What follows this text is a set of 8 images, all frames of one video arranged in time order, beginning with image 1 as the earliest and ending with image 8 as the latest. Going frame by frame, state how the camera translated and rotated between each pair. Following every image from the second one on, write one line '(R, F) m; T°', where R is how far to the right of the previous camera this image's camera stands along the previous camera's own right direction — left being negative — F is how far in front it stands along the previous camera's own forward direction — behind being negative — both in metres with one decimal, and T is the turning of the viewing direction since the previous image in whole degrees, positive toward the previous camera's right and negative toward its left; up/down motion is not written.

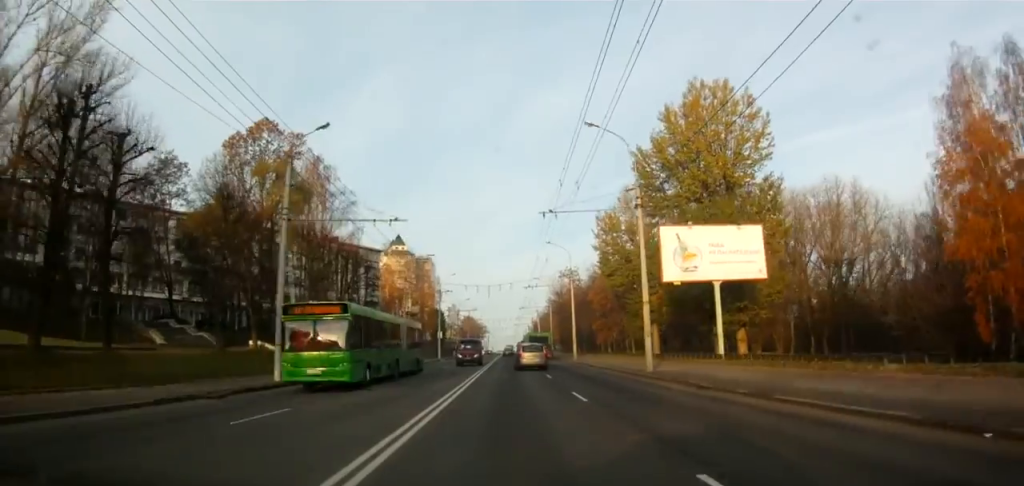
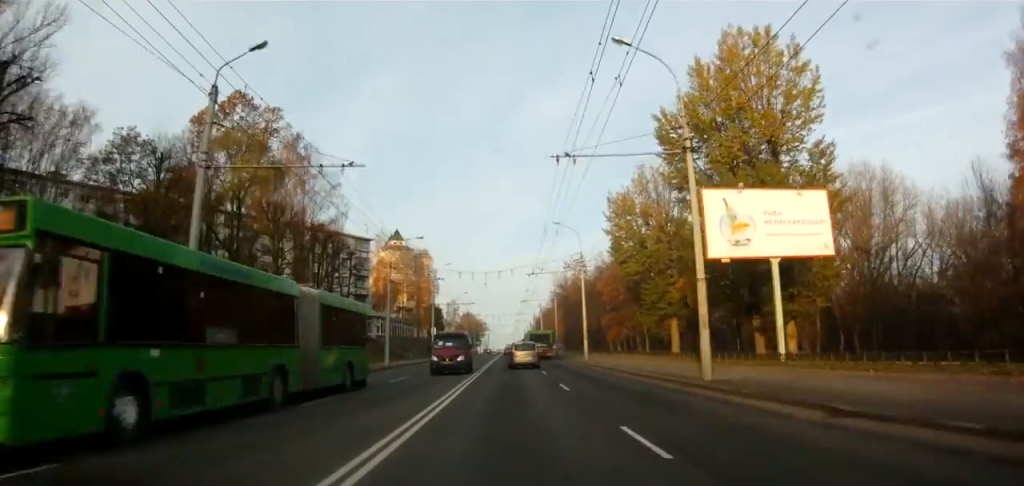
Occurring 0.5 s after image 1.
(-0.1, +7.8) m; +1°
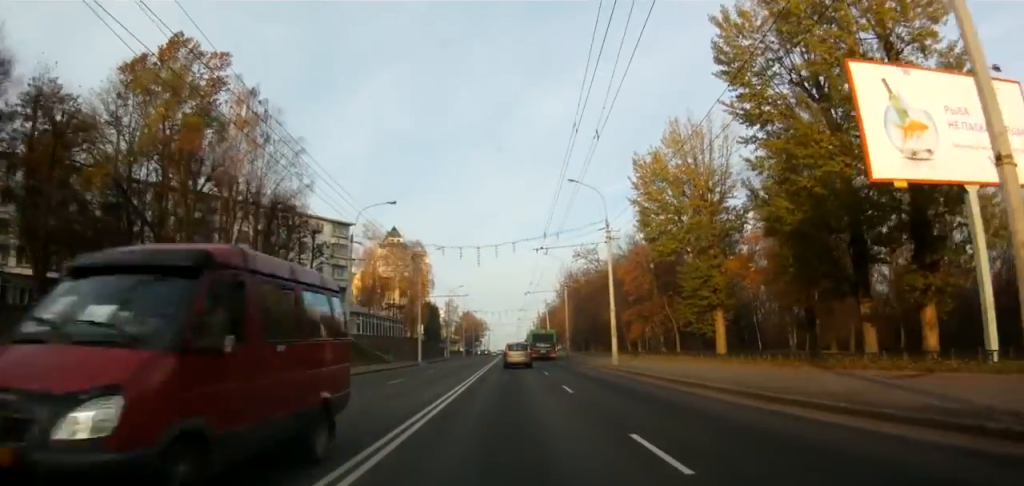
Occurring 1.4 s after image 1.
(+0.4, +13.2) m; +3°
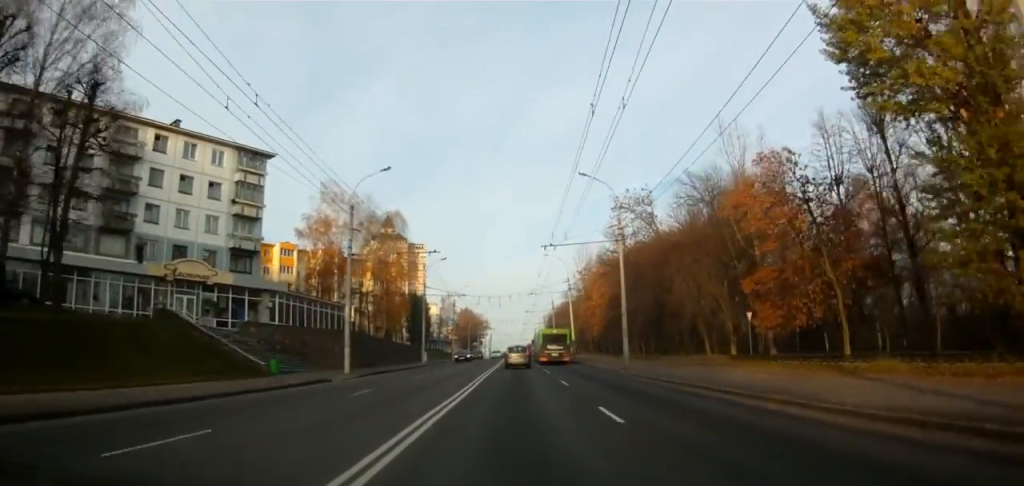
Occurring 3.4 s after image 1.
(-0.3, +31.2) m; -3°
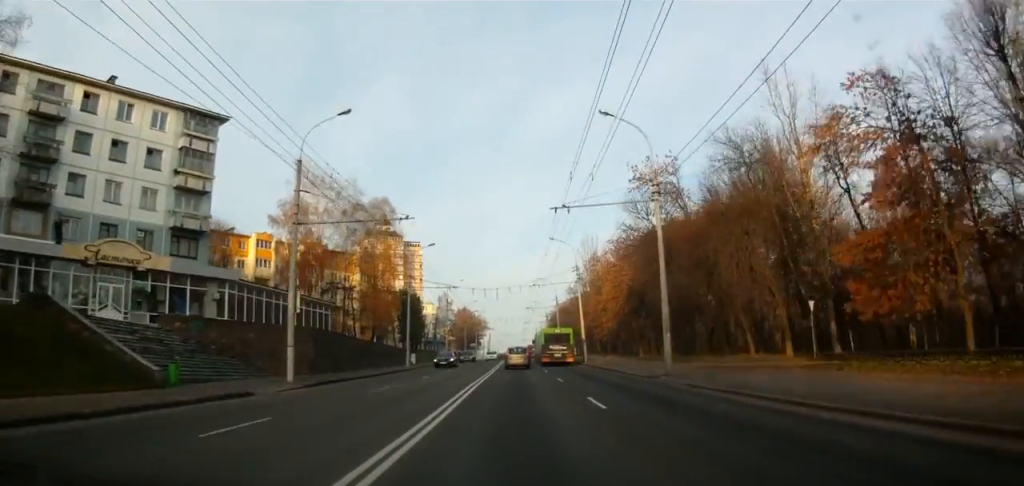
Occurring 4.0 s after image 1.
(0.0, +9.4) m; 0°
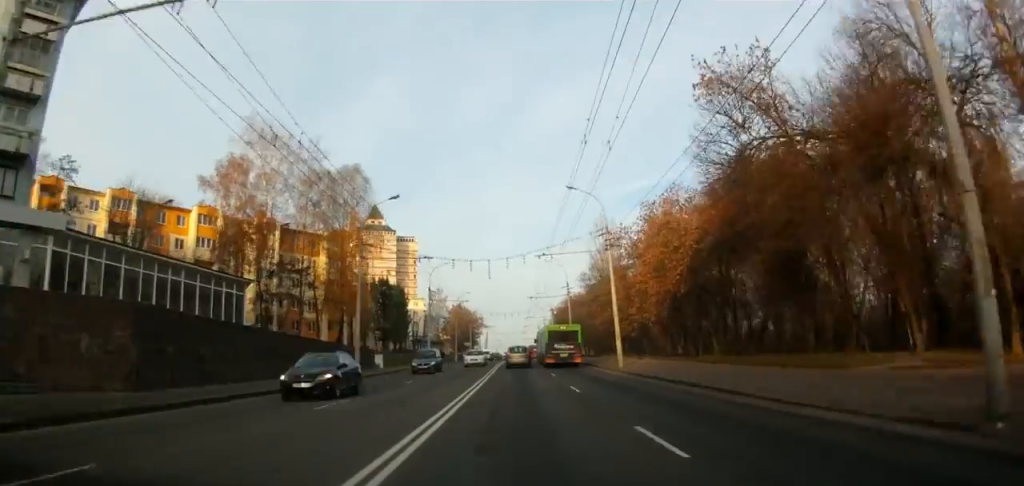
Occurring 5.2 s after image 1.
(-0.1, +17.7) m; +1°
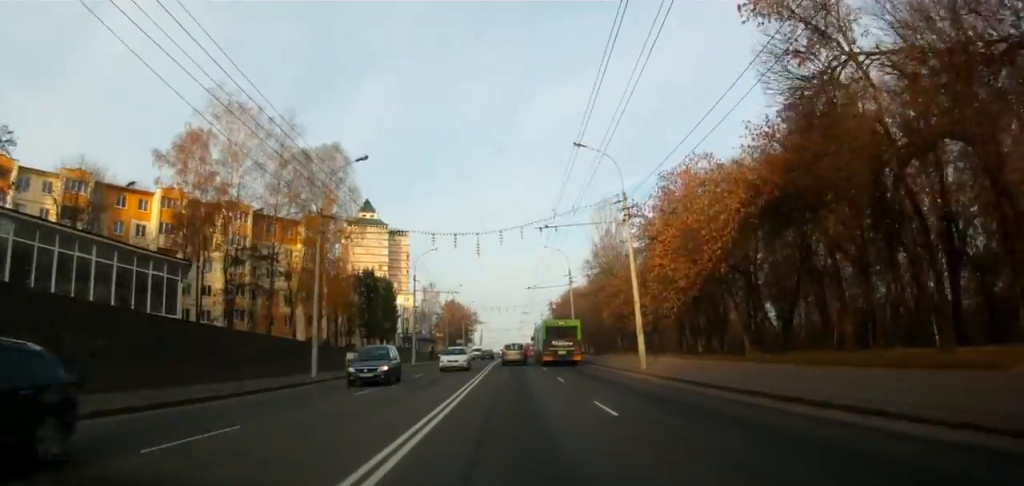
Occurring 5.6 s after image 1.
(+0.1, +7.7) m; +1°
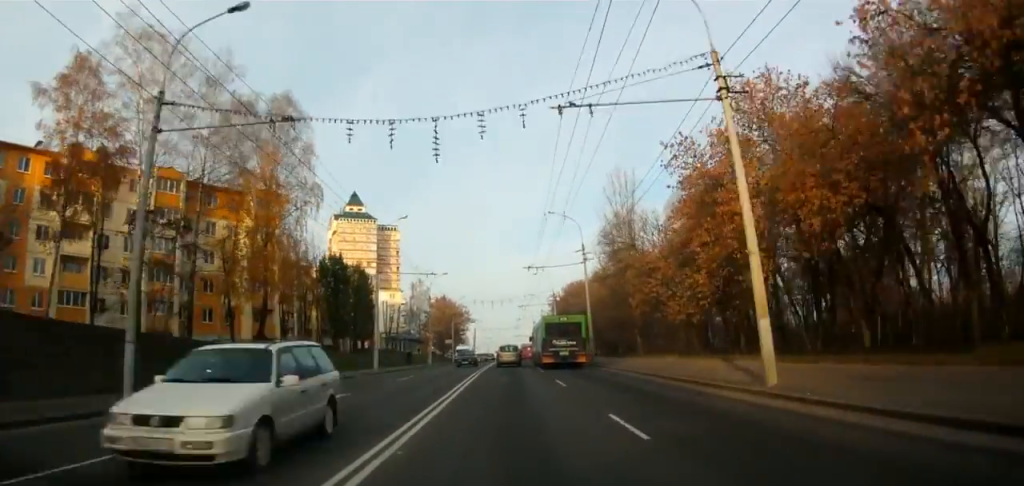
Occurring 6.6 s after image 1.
(+0.4, +14.8) m; +1°
